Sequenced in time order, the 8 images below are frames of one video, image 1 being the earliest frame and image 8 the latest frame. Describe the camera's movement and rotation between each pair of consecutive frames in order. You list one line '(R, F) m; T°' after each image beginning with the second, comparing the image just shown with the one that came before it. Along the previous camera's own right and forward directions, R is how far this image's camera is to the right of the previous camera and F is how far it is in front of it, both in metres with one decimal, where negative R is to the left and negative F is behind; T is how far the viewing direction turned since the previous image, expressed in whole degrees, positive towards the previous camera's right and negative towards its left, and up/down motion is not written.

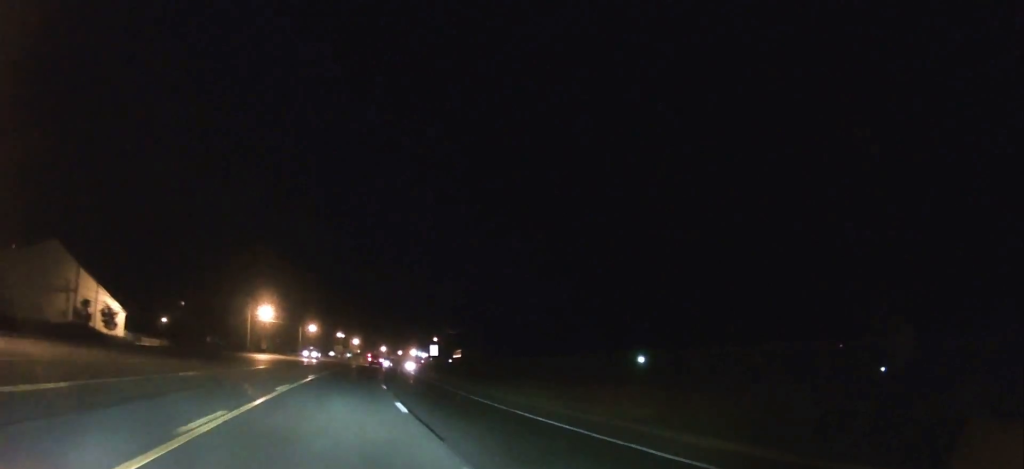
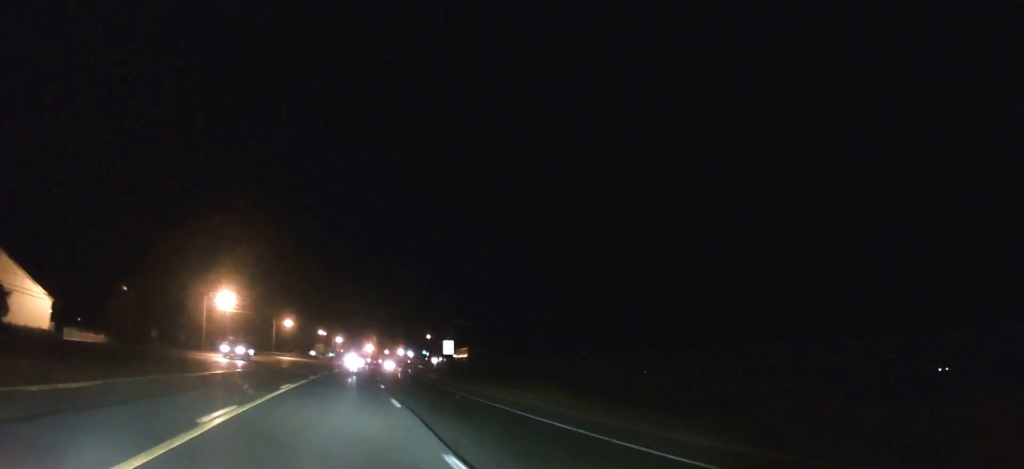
(0.0, +22.8) m; +1°
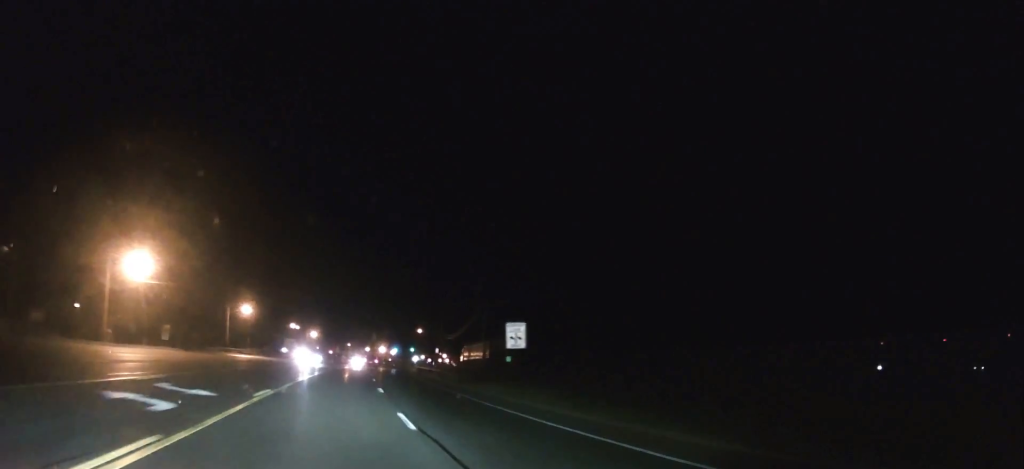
(+0.5, +29.4) m; +2°
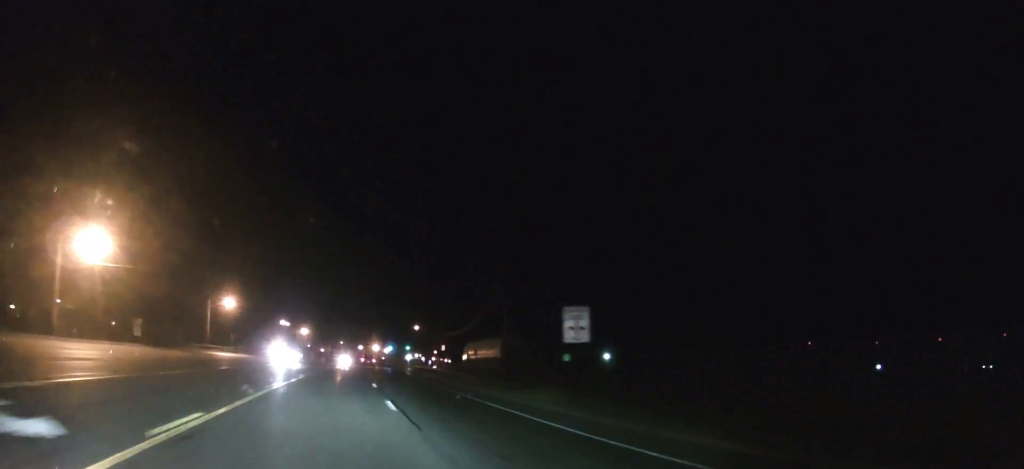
(0.0, +9.1) m; +1°
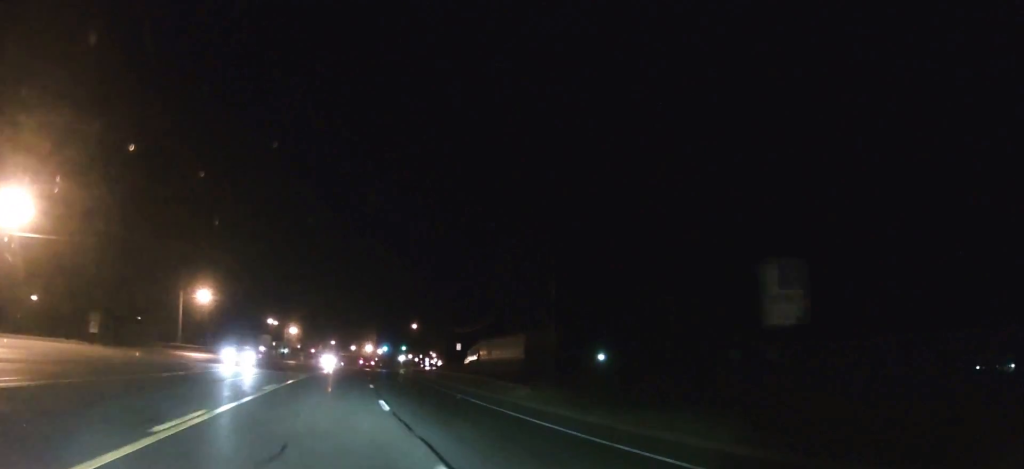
(0.0, +11.7) m; +1°
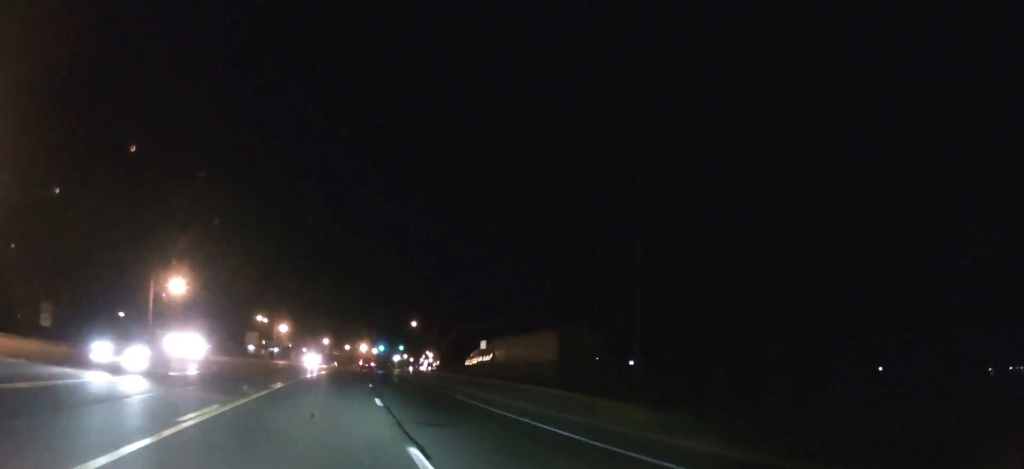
(+0.1, +10.4) m; +1°
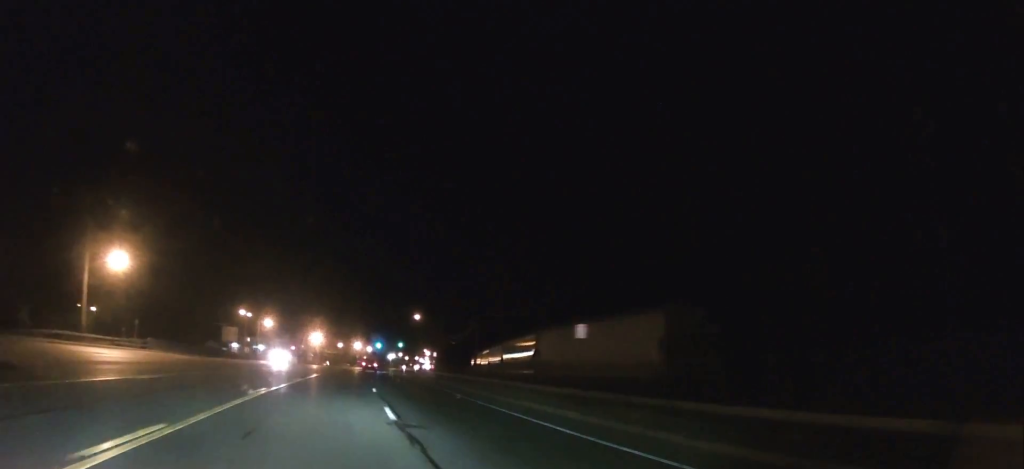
(+0.5, +16.8) m; 0°
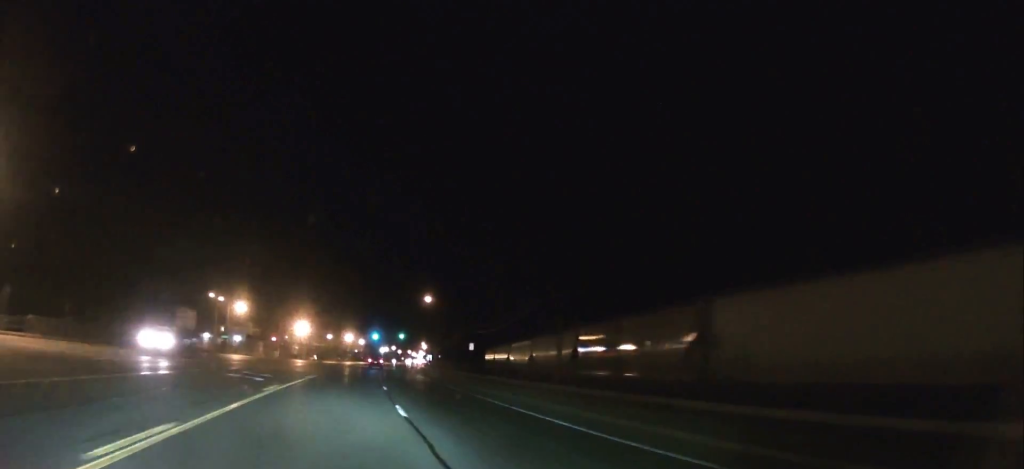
(-0.1, +24.2) m; +2°
